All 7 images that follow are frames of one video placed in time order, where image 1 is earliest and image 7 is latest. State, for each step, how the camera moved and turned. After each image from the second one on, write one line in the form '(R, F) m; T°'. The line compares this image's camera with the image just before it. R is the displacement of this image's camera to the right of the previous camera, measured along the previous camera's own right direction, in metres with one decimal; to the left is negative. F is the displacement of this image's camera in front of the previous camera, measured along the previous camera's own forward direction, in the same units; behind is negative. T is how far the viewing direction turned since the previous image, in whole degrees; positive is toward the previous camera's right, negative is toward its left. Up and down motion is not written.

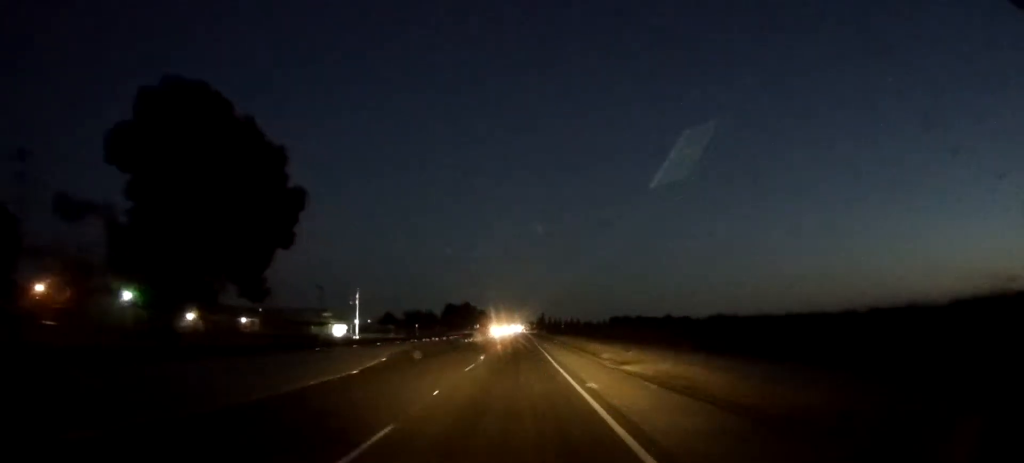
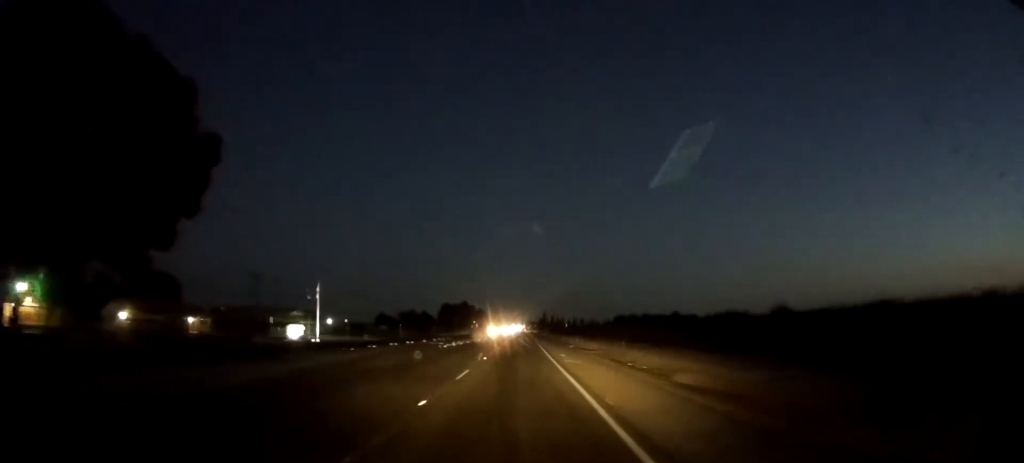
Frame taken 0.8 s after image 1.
(0.0, +17.7) m; 0°
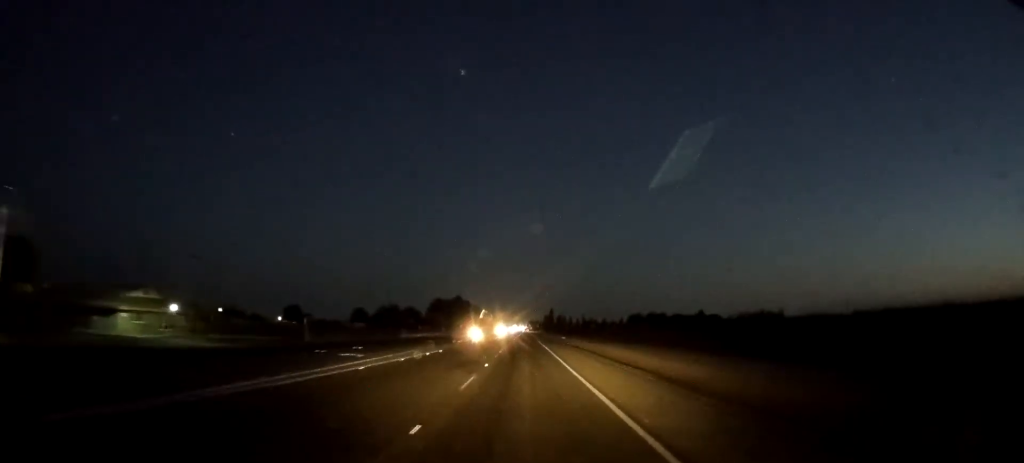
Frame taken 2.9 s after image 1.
(+0.2, +49.8) m; +2°
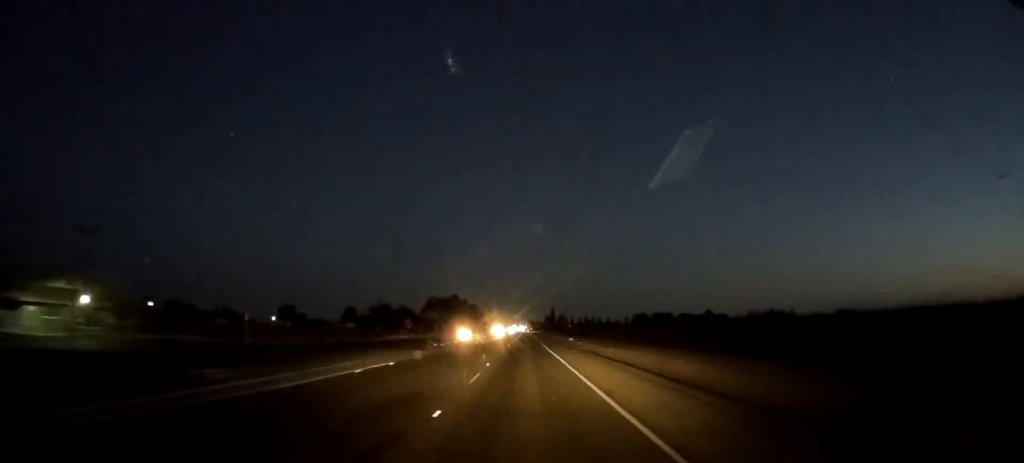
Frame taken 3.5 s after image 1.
(+0.4, +13.8) m; 0°
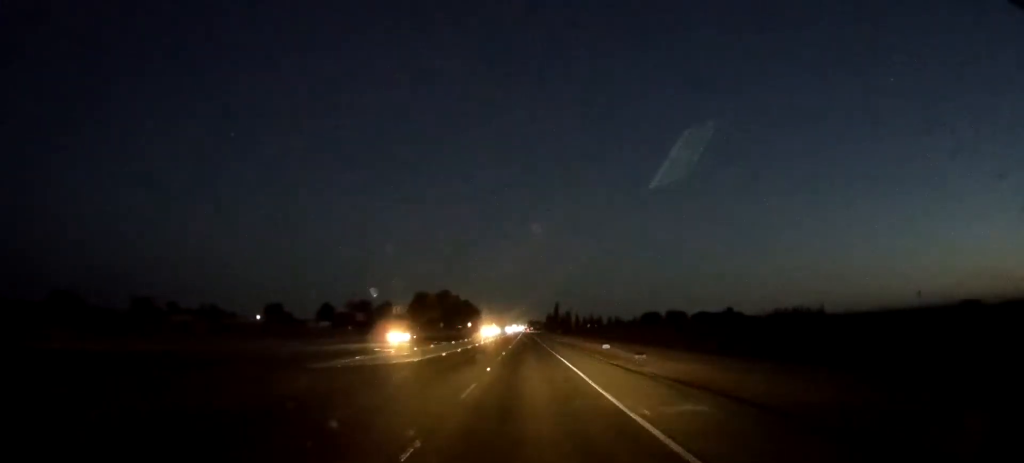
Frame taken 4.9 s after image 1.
(-0.7, +32.2) m; -2°
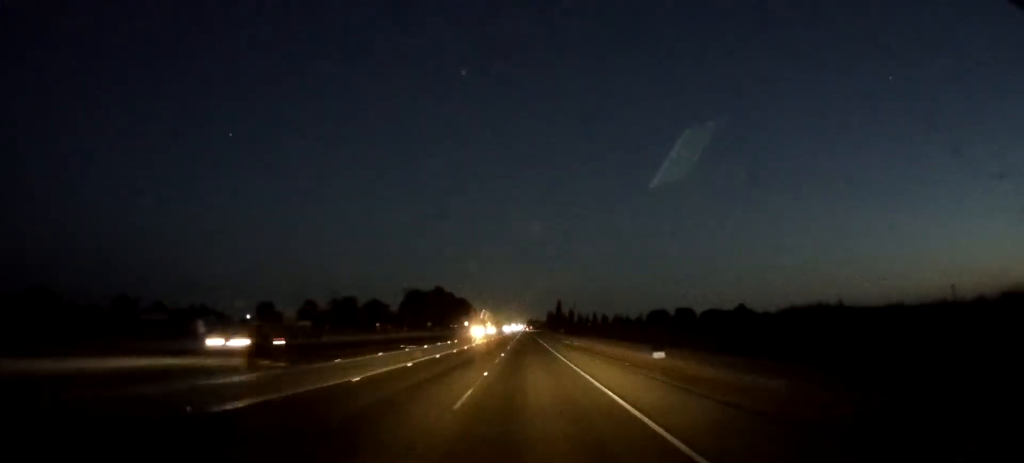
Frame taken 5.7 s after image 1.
(0.0, +17.6) m; 0°
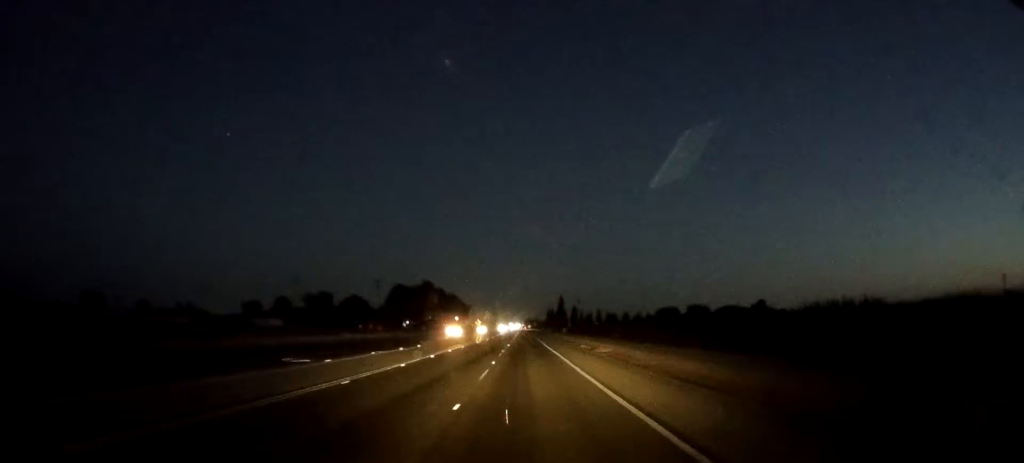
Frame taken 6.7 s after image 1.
(0.0, +22.9) m; 0°
